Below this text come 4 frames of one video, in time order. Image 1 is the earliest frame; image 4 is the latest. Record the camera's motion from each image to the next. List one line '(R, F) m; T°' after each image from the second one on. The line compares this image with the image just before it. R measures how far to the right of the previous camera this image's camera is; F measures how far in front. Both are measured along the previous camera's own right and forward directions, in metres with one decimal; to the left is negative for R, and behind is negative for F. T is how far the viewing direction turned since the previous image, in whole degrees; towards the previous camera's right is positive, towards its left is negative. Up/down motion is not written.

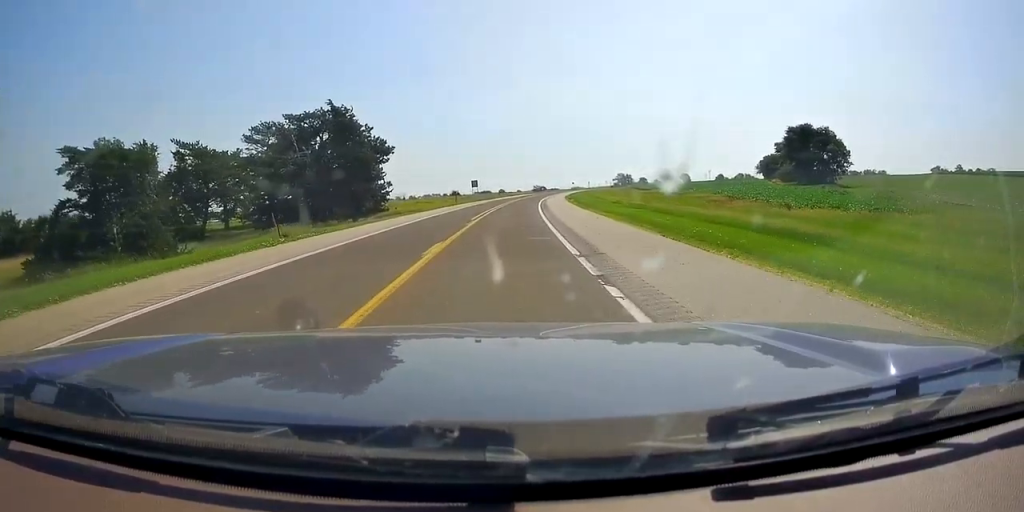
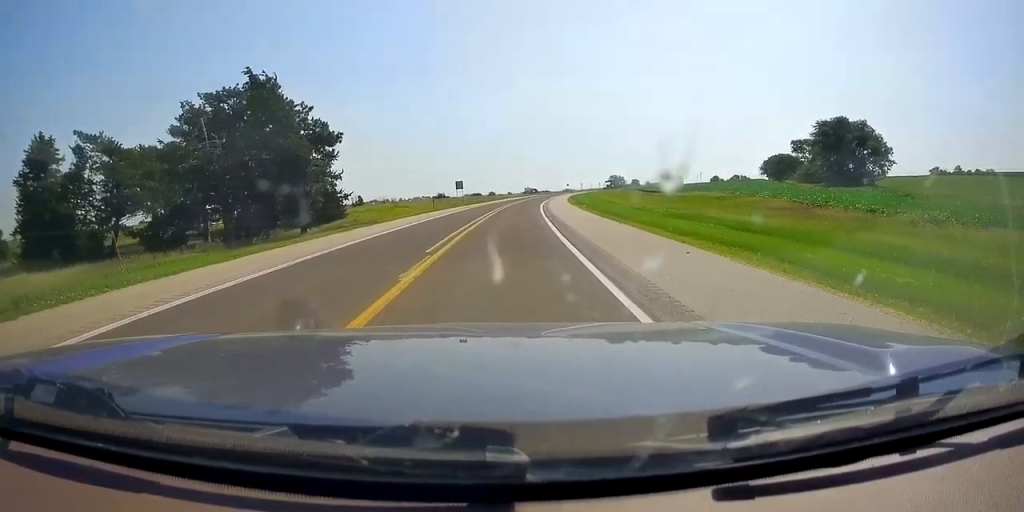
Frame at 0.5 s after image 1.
(+0.1, +15.5) m; 0°
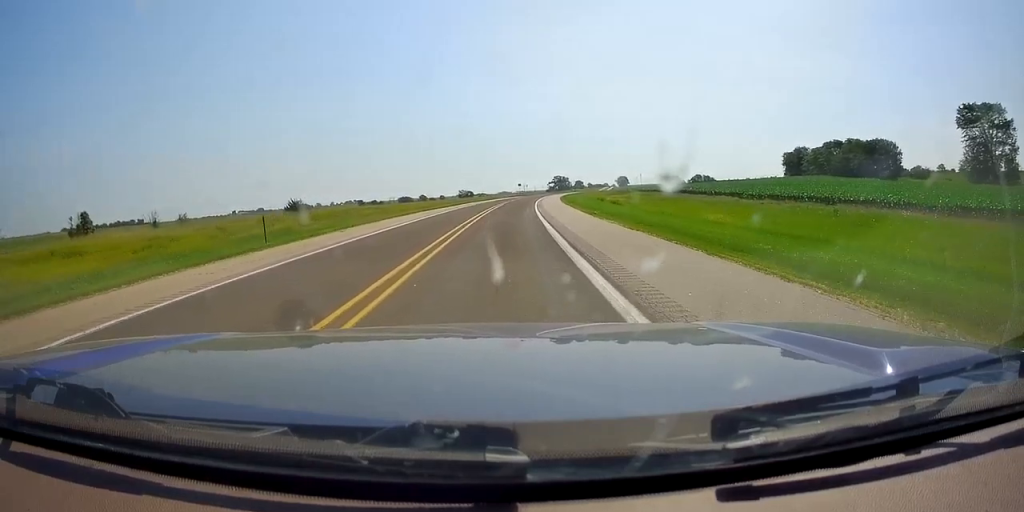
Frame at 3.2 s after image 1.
(+4.4, +81.6) m; +6°
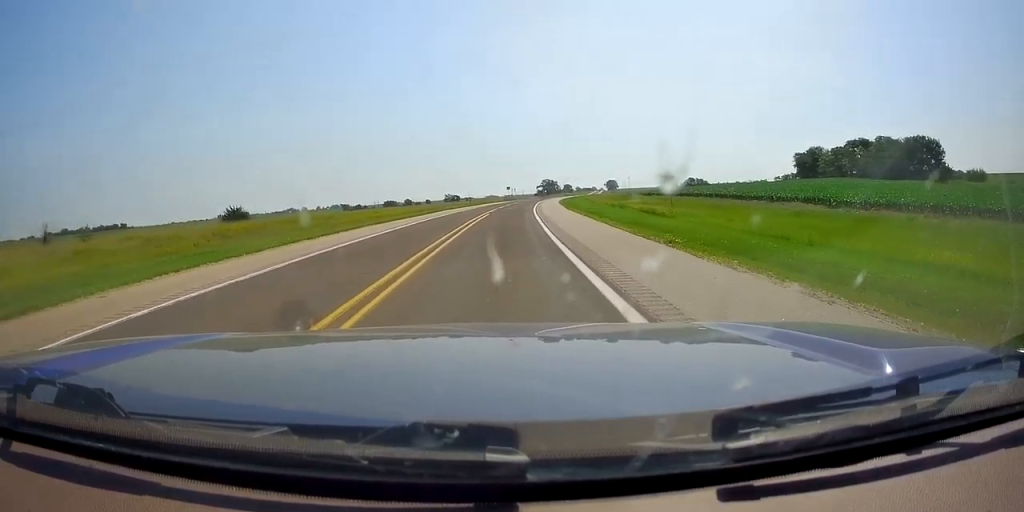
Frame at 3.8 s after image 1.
(0.0, +18.2) m; +1°
